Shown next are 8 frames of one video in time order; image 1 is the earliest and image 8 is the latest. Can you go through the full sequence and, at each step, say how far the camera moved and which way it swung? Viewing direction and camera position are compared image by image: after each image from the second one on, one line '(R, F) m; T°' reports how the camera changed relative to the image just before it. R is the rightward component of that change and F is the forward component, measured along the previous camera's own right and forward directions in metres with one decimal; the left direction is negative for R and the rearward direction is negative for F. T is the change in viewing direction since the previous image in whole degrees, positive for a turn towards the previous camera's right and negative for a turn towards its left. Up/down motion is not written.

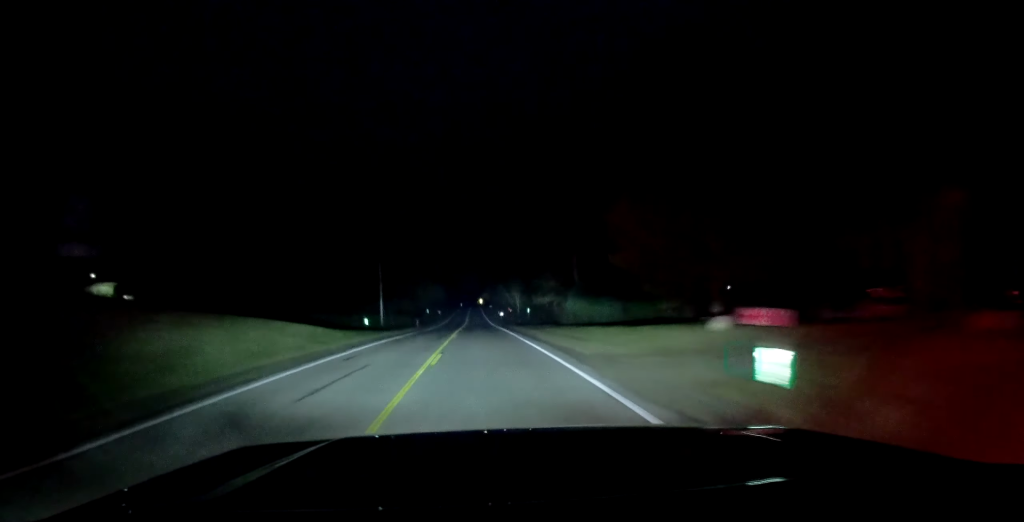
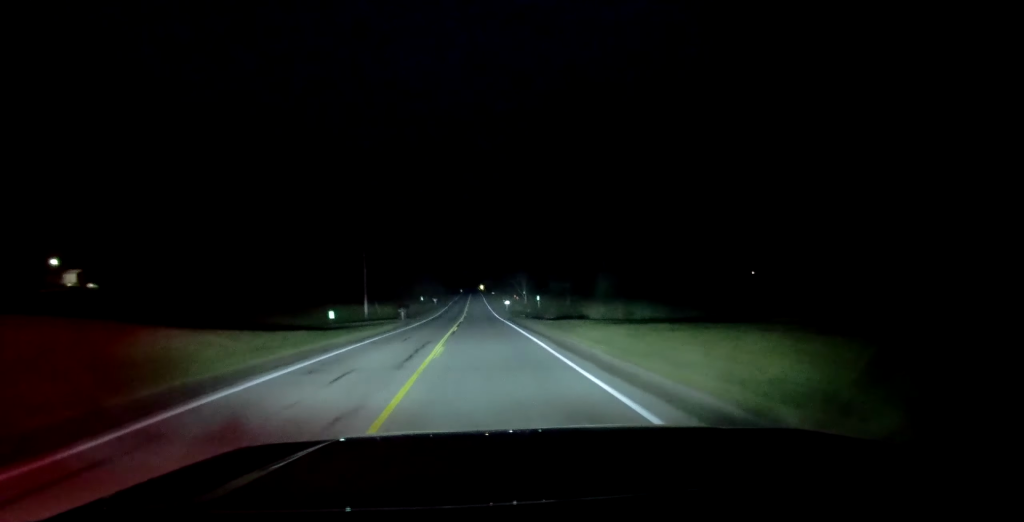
(0.0, +13.5) m; 0°
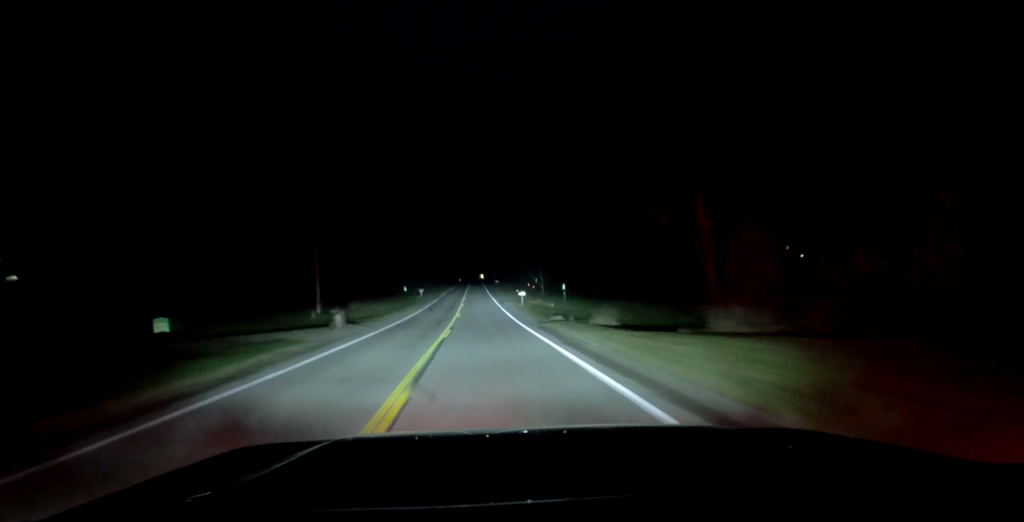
(+0.2, +23.4) m; 0°
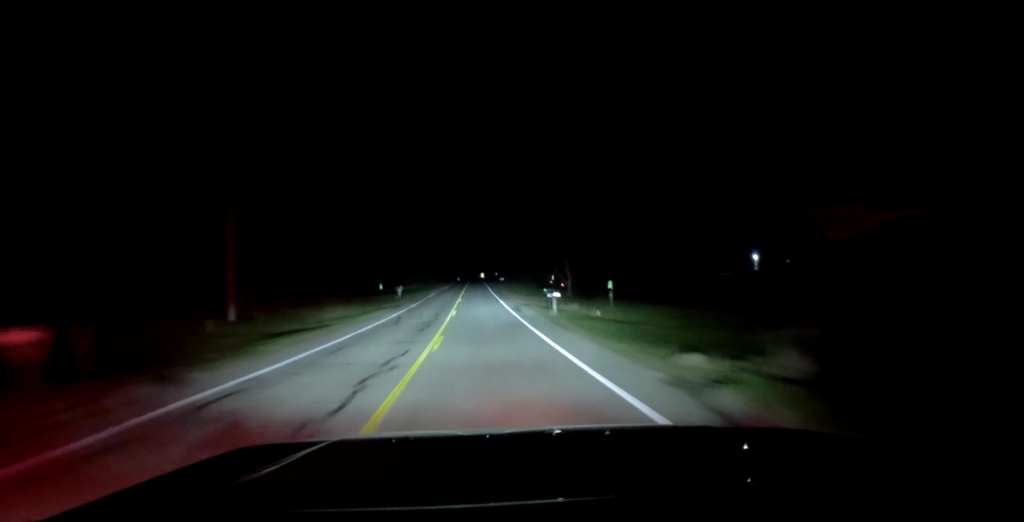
(-0.2, +20.2) m; -2°
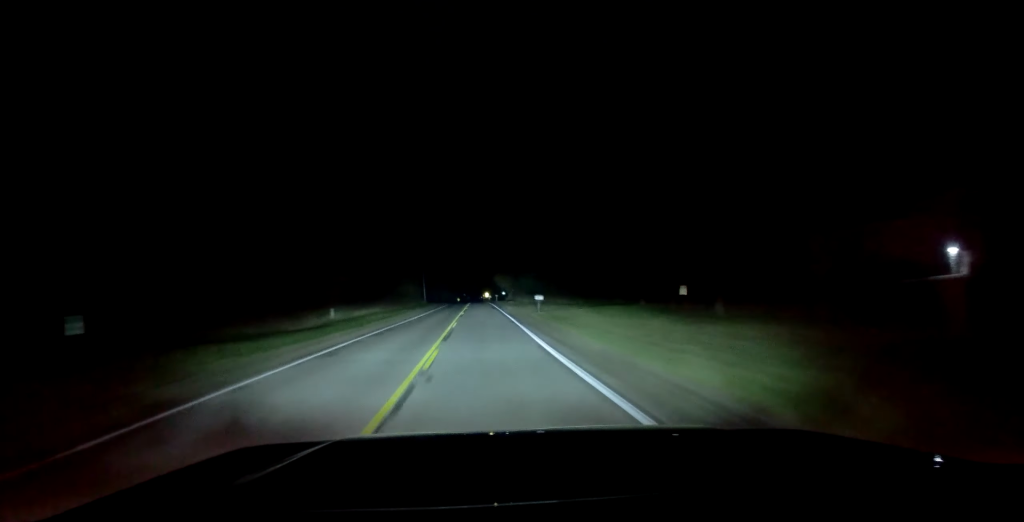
(-1.0, +47.9) m; 0°
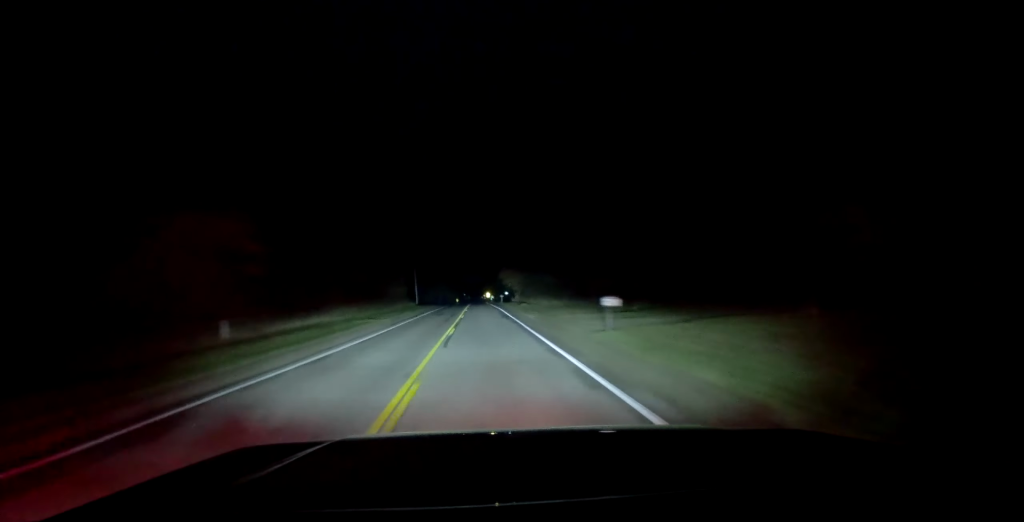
(+0.5, +20.9) m; +1°
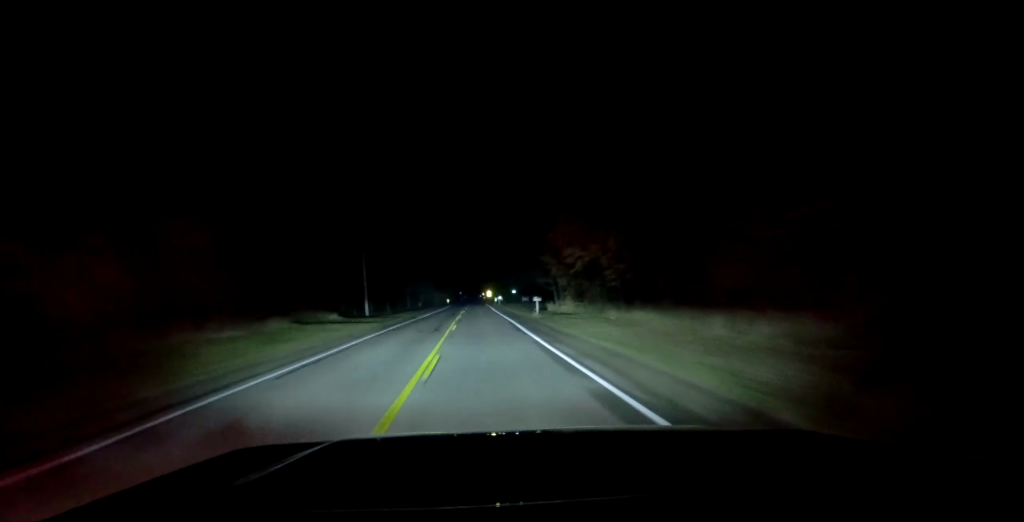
(-0.4, +55.8) m; 0°
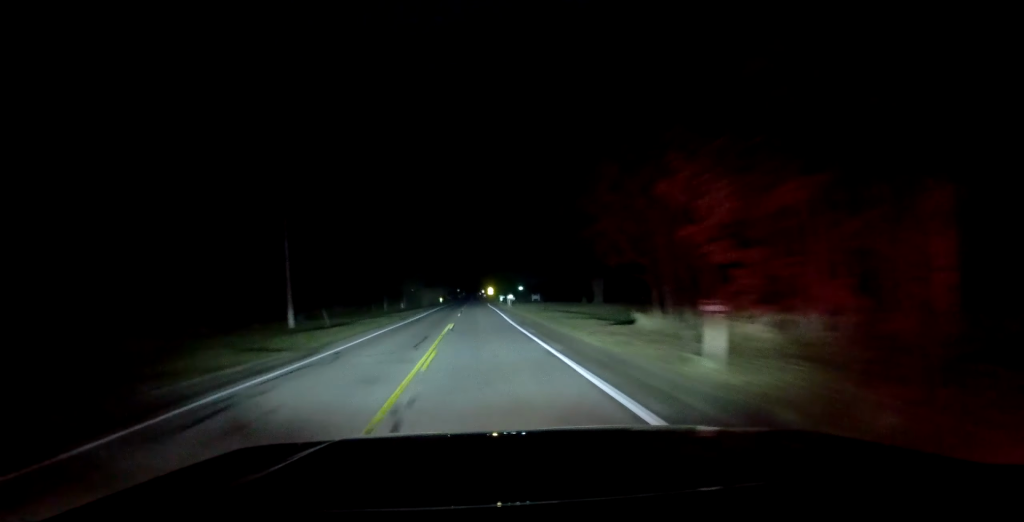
(+0.5, +29.6) m; +2°
